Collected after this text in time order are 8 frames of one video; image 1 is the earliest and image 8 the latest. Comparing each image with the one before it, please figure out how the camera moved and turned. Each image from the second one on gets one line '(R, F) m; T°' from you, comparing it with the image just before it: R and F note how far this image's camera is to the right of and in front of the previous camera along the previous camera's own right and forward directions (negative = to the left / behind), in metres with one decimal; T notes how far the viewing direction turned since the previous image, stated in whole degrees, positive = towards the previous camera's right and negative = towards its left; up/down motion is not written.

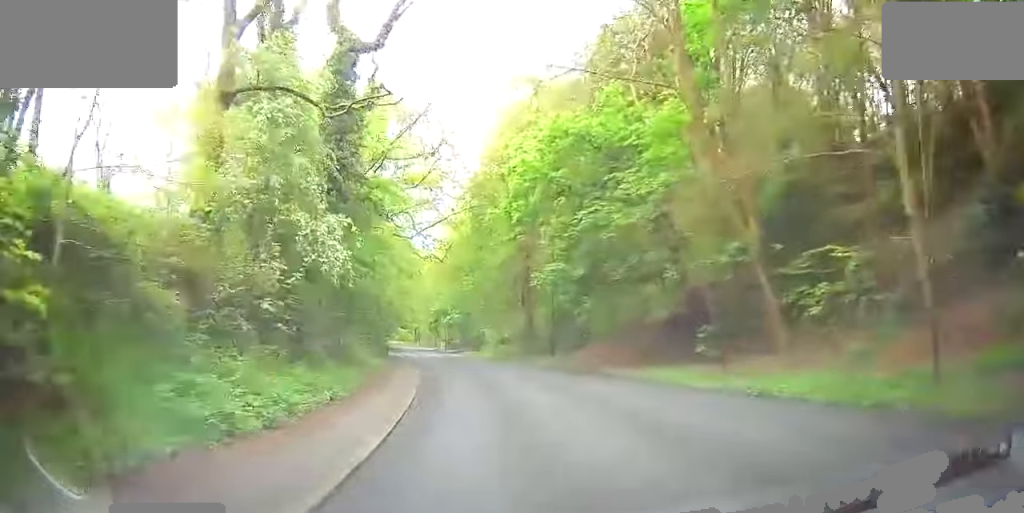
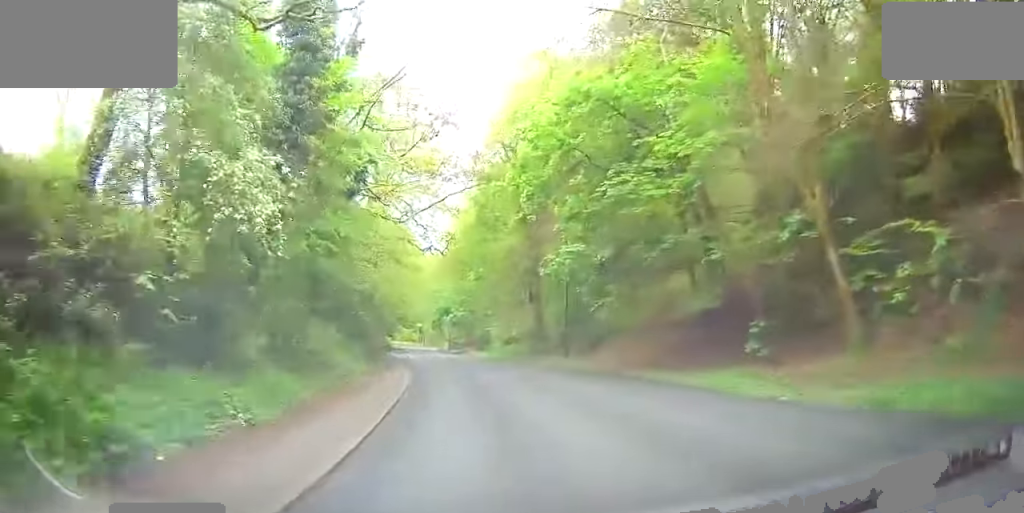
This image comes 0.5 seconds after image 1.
(+0.2, +5.2) m; +1°
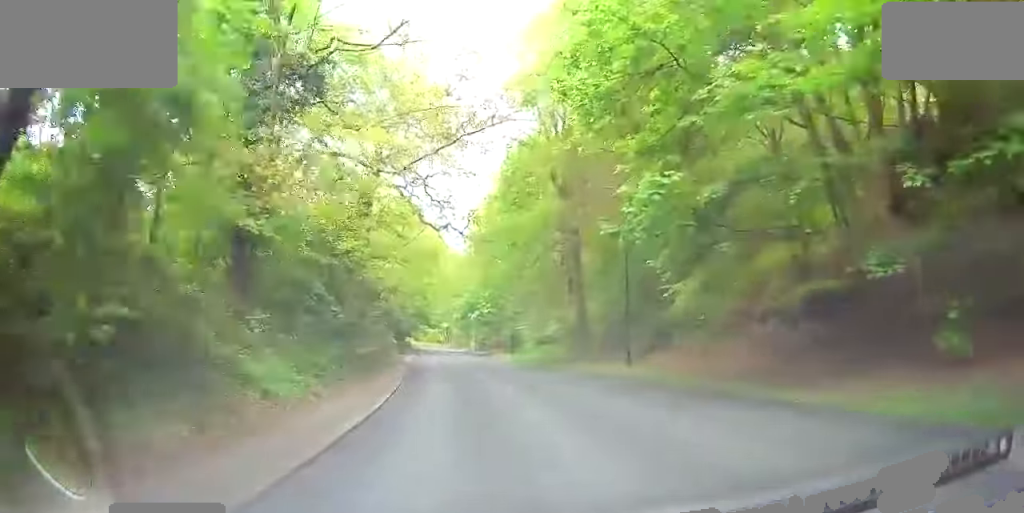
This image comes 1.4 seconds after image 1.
(+0.2, +10.1) m; +3°
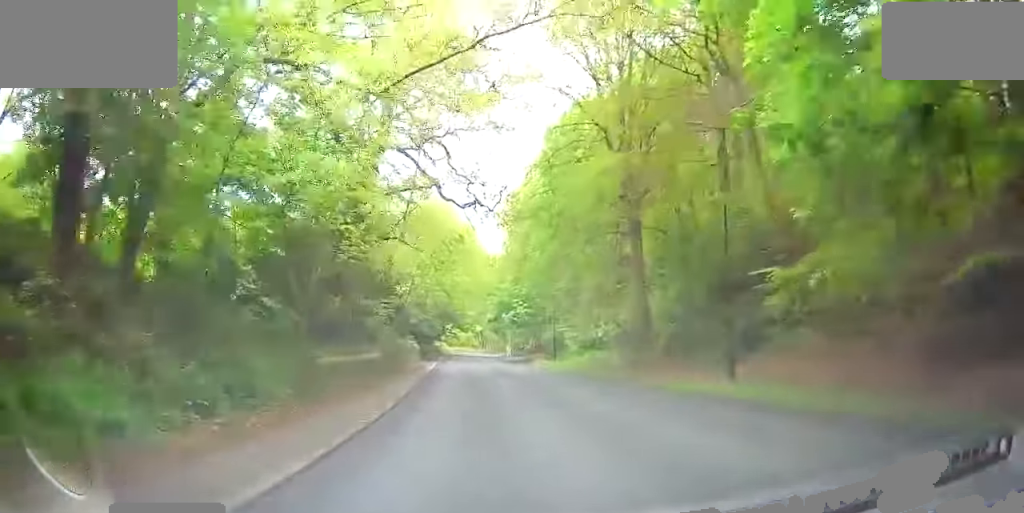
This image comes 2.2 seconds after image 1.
(+0.2, +8.7) m; +3°
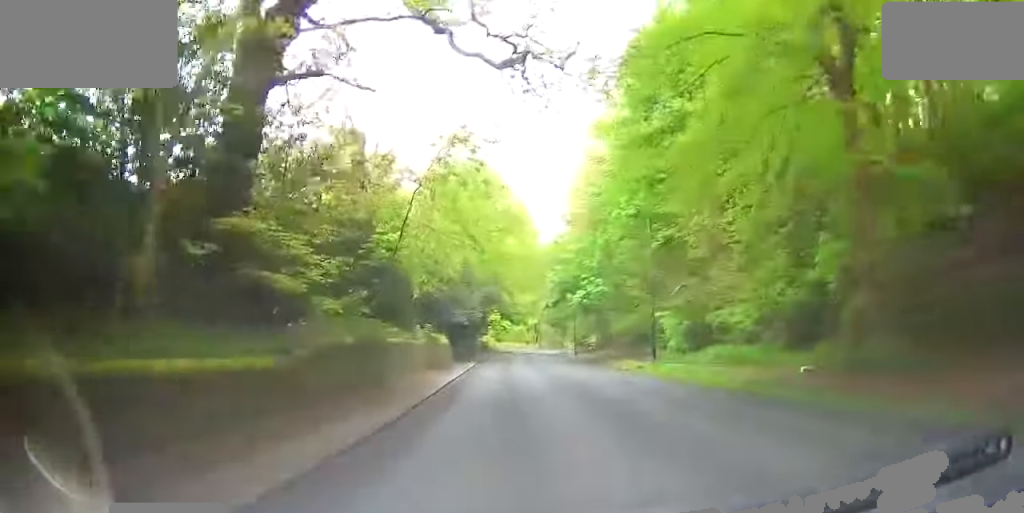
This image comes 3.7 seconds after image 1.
(+0.7, +18.0) m; -2°
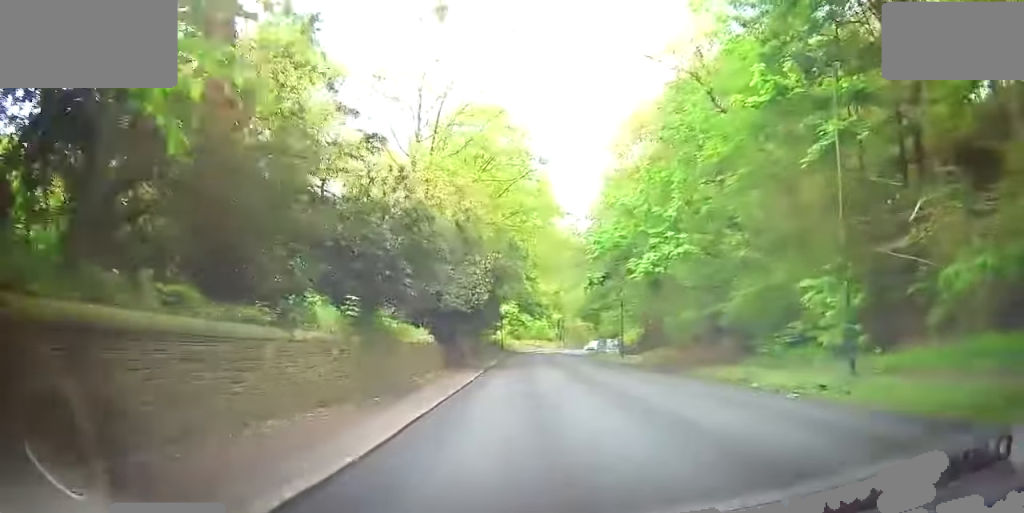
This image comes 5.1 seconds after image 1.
(-1.3, +17.2) m; -5°
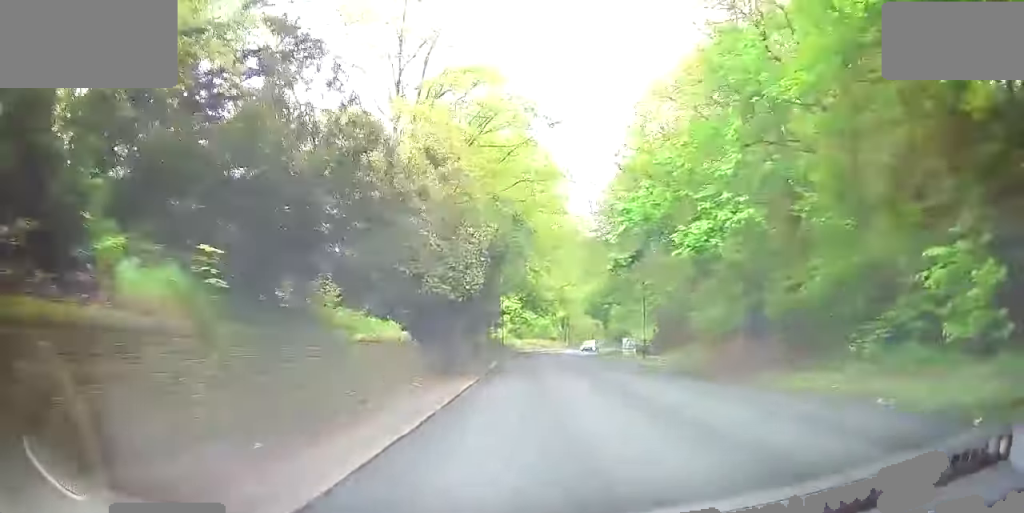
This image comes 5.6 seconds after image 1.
(0.0, +6.9) m; 0°
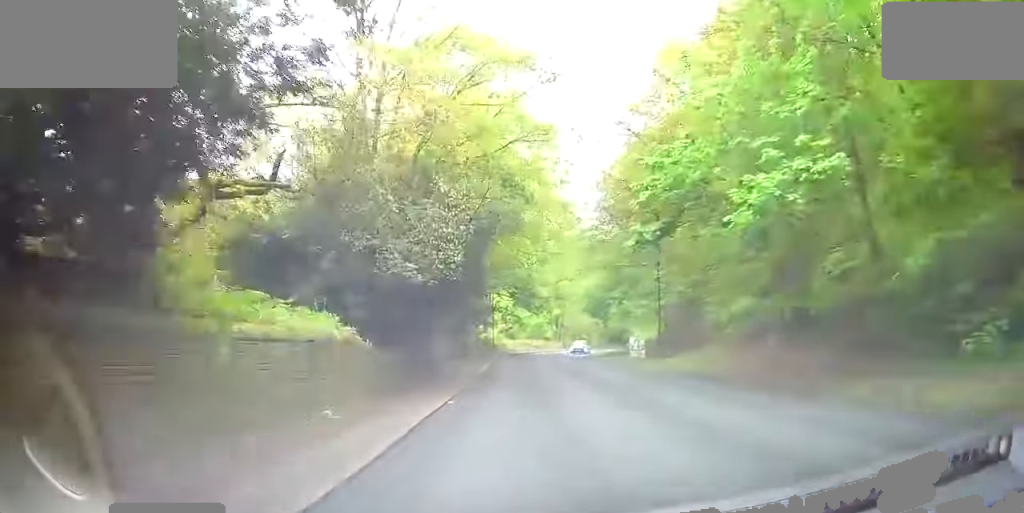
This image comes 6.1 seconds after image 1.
(0.0, +6.1) m; -1°
